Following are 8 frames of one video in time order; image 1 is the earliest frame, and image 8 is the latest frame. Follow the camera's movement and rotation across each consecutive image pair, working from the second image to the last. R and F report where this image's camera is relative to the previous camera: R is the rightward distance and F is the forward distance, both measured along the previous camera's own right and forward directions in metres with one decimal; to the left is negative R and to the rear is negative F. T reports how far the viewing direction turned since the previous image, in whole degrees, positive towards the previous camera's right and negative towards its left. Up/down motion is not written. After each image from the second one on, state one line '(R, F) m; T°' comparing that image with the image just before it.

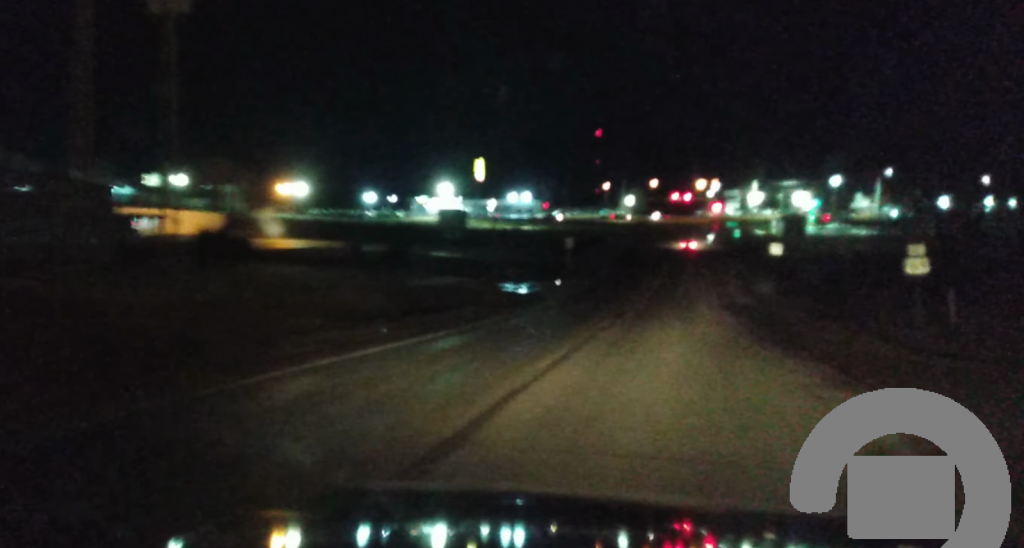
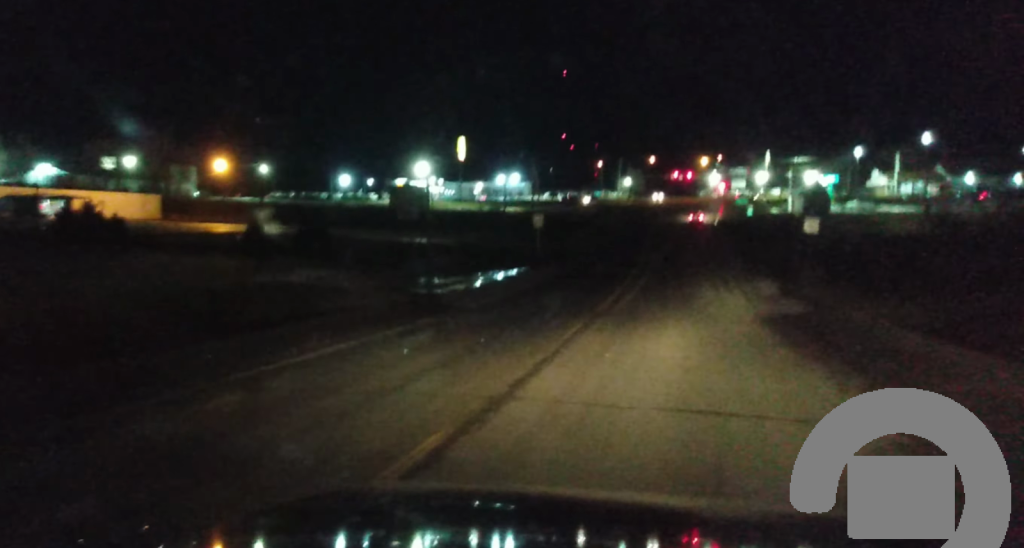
(-0.6, +21.6) m; -2°
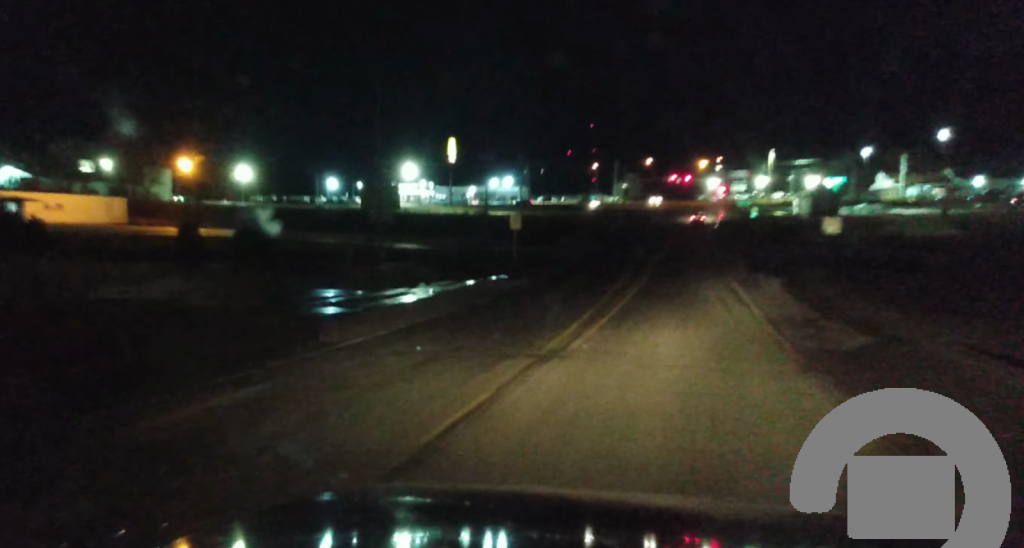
(+0.2, +9.4) m; +1°
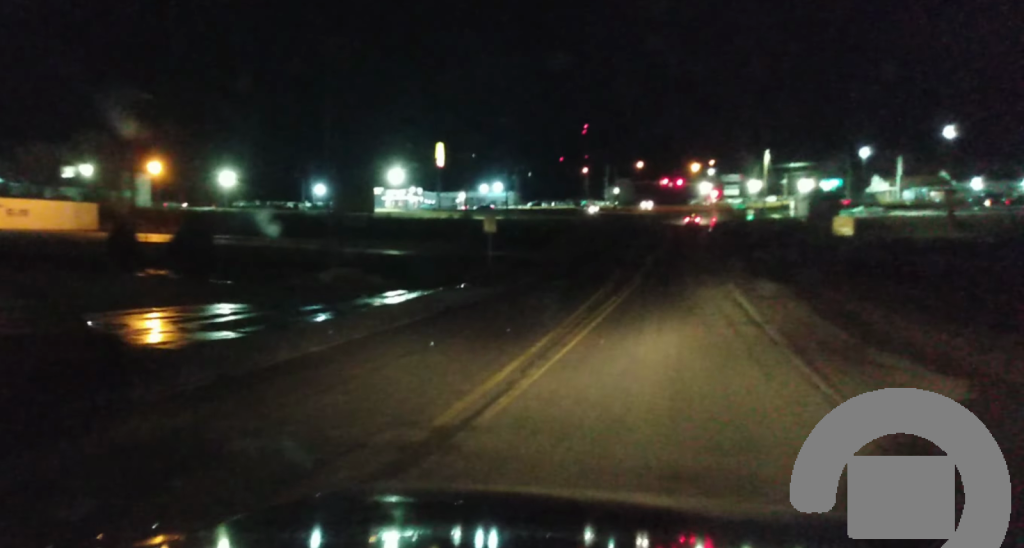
(+0.1, +6.6) m; 0°
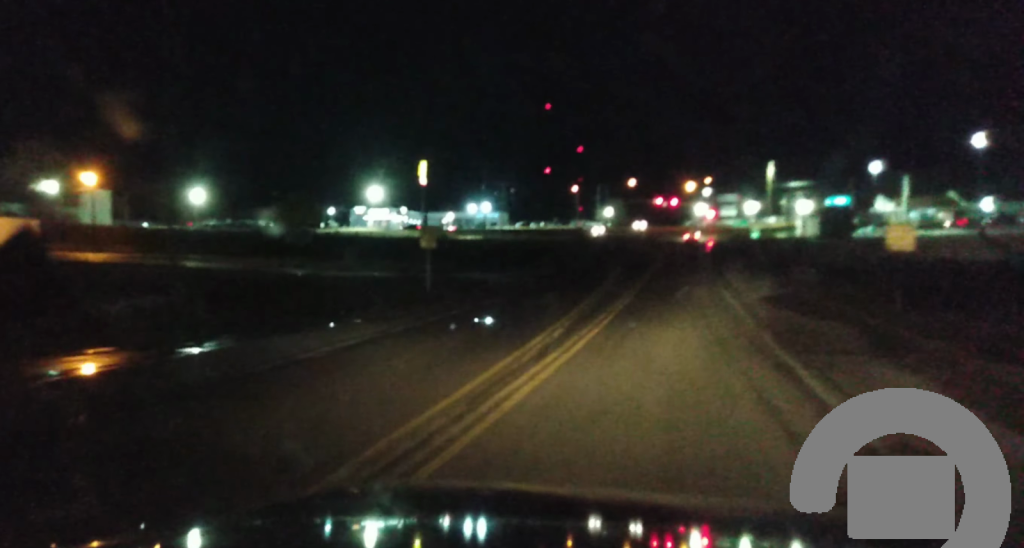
(-0.1, +14.0) m; -1°
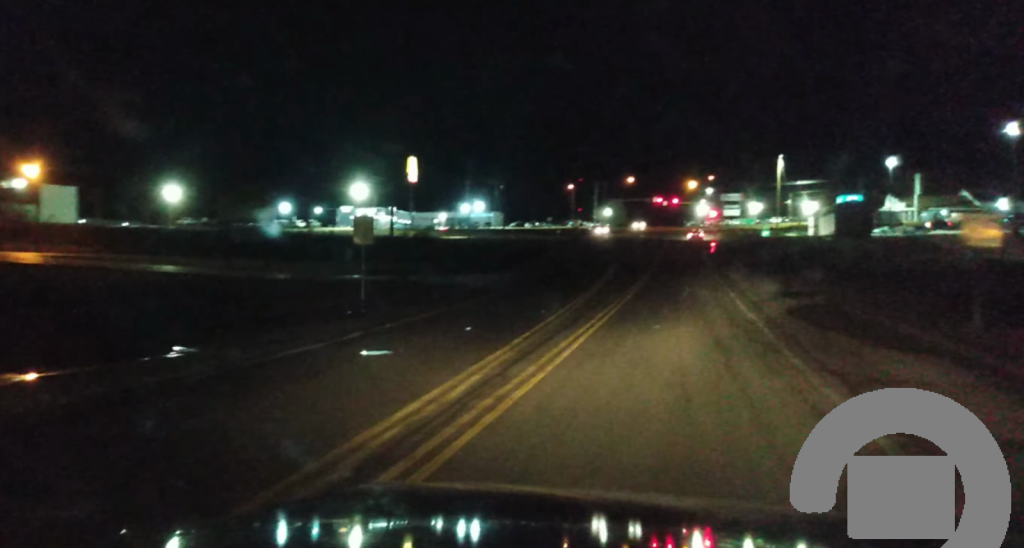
(-0.1, +9.0) m; 0°
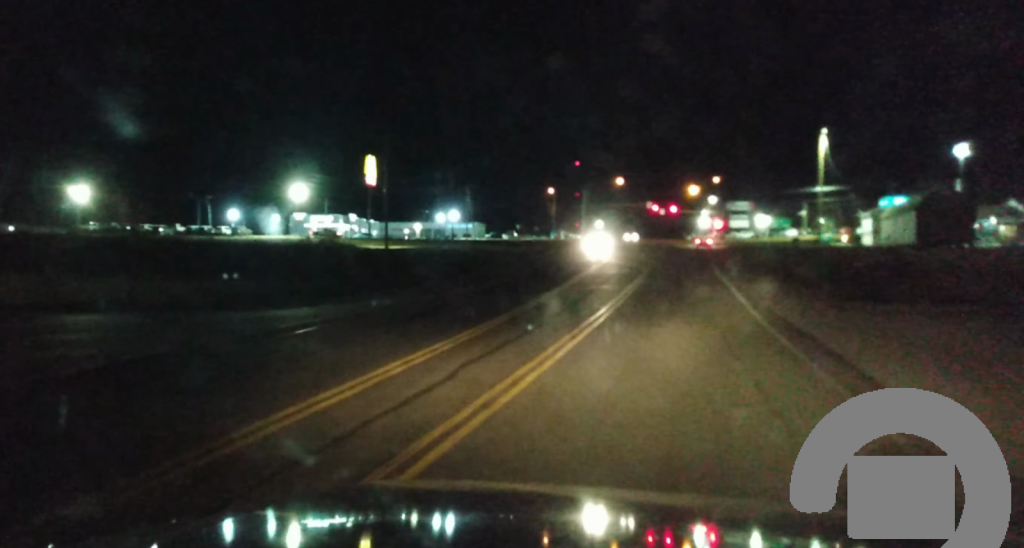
(+0.4, +34.2) m; +2°
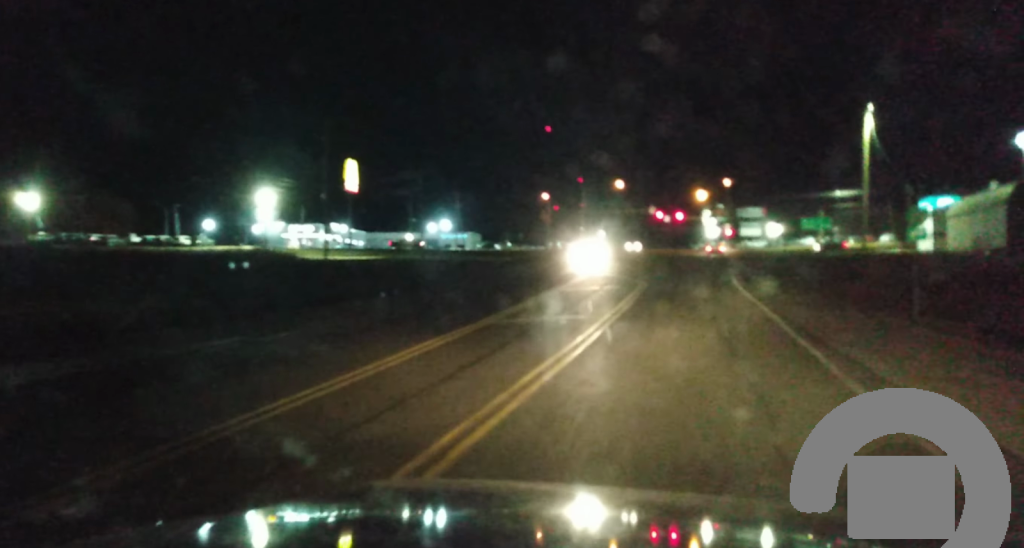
(0.0, +16.3) m; 0°
